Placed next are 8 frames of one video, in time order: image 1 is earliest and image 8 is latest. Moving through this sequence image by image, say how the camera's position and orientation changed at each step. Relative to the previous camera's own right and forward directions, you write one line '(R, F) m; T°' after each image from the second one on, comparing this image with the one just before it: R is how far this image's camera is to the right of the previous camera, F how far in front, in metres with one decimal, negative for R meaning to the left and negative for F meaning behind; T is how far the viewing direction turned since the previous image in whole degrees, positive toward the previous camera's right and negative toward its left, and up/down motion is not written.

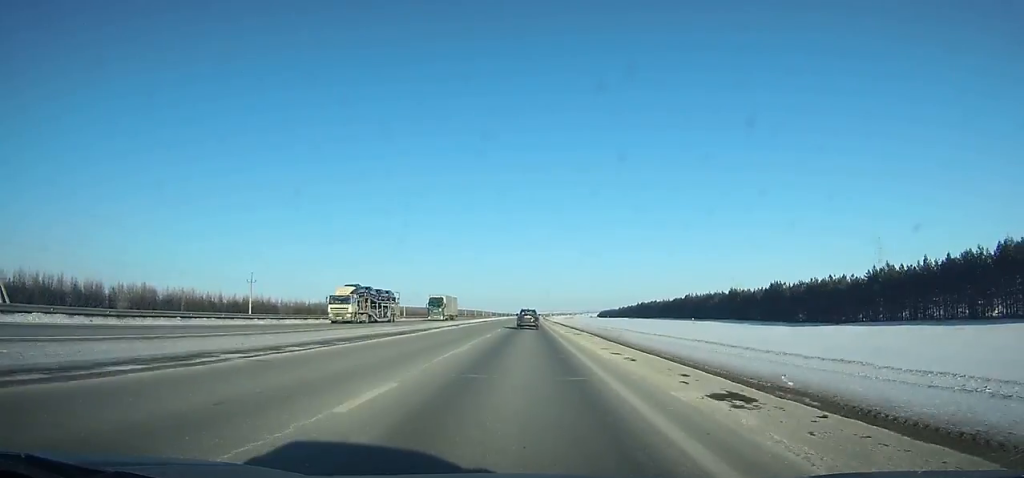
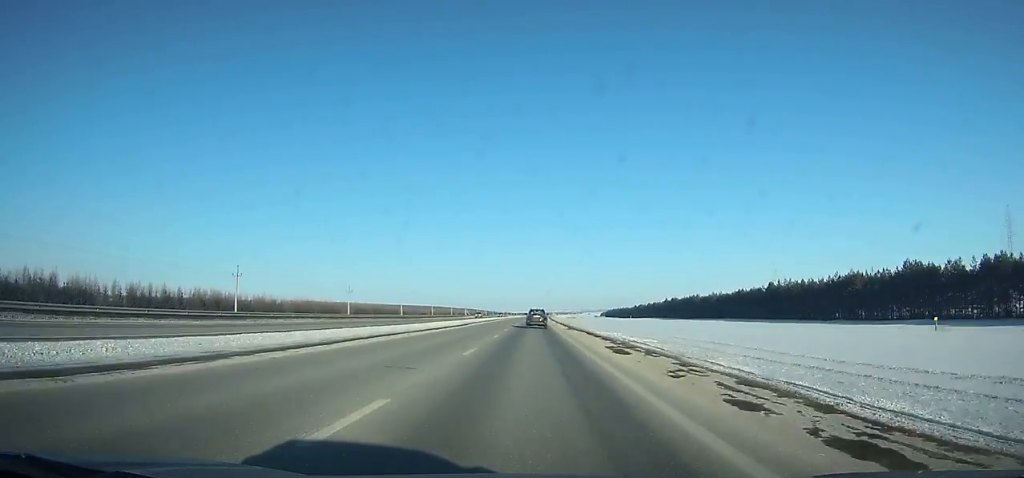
(-0.1, +108.4) m; 0°
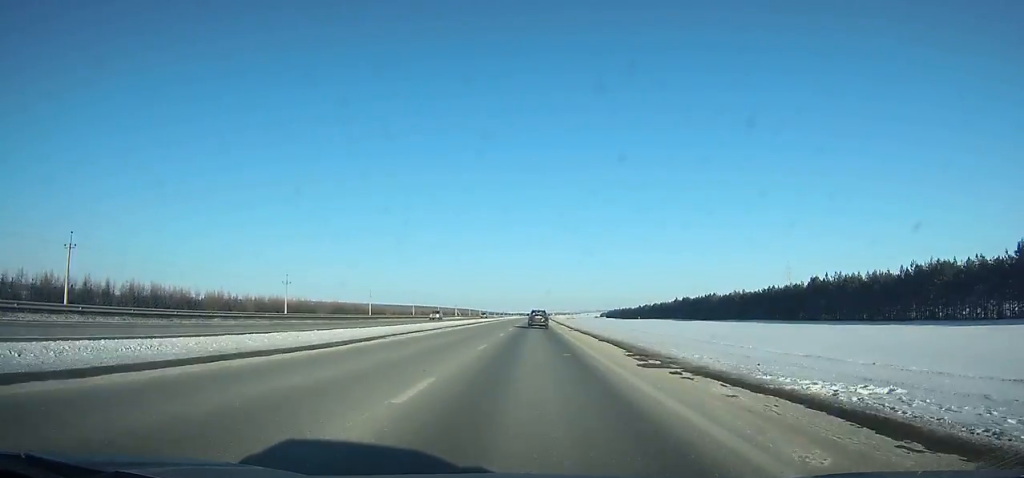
(+0.1, +33.8) m; 0°
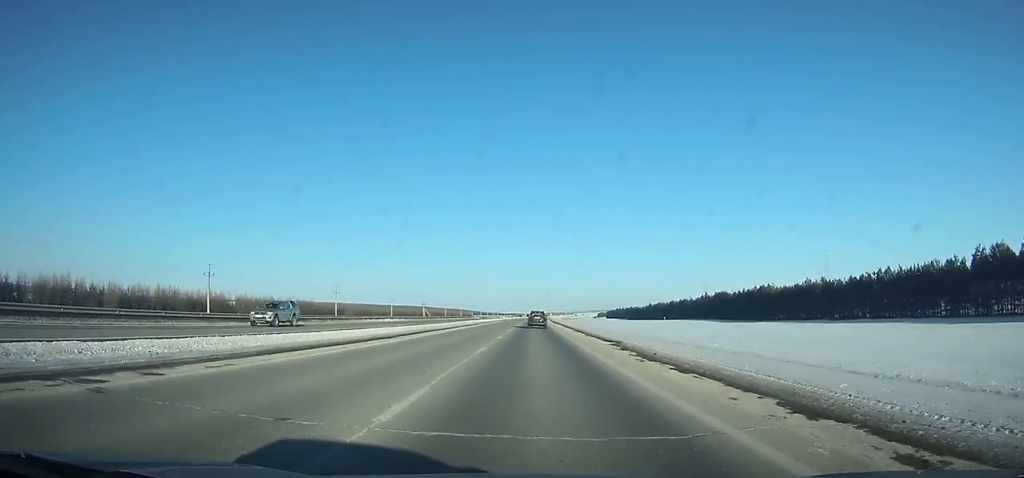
(+0.2, +73.1) m; +1°
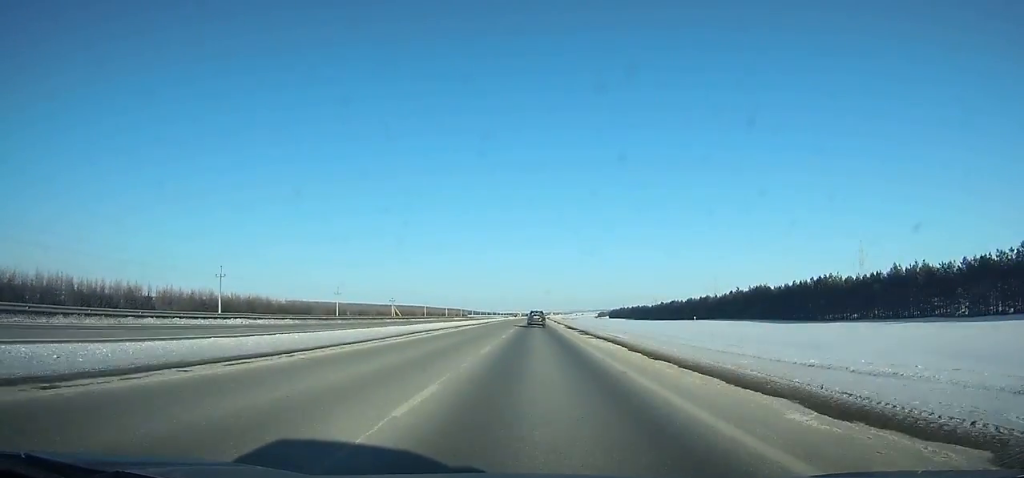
(0.0, +47.3) m; +1°
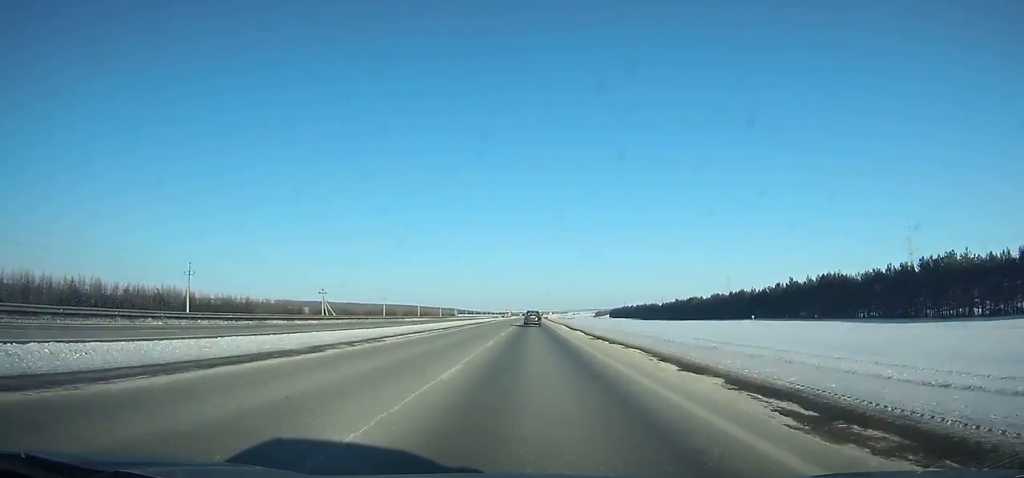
(+0.5, +55.6) m; +1°
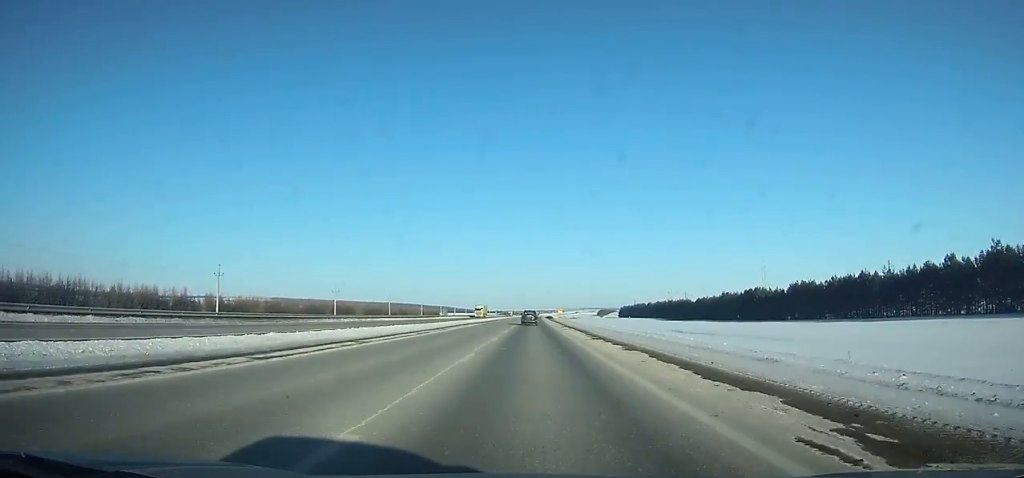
(+0.5, +90.6) m; +1°
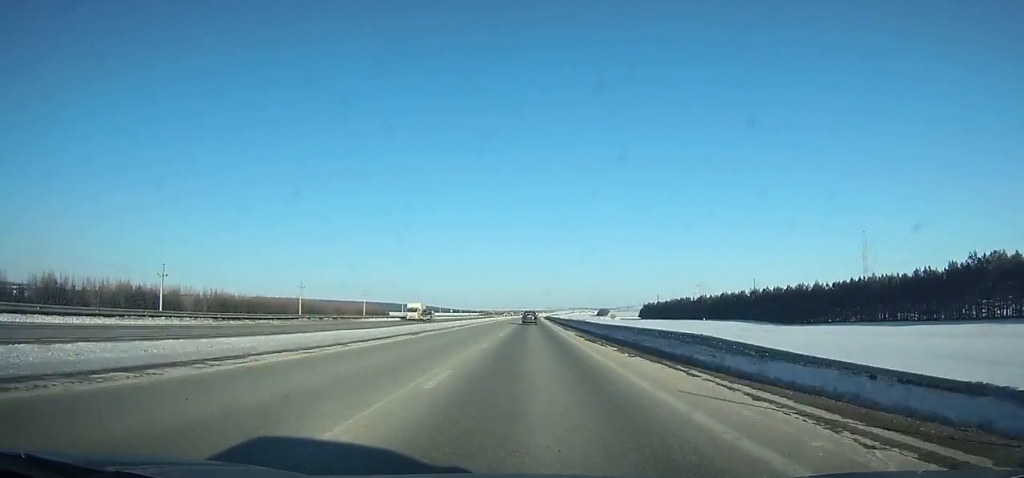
(+1.5, +160.5) m; +1°
